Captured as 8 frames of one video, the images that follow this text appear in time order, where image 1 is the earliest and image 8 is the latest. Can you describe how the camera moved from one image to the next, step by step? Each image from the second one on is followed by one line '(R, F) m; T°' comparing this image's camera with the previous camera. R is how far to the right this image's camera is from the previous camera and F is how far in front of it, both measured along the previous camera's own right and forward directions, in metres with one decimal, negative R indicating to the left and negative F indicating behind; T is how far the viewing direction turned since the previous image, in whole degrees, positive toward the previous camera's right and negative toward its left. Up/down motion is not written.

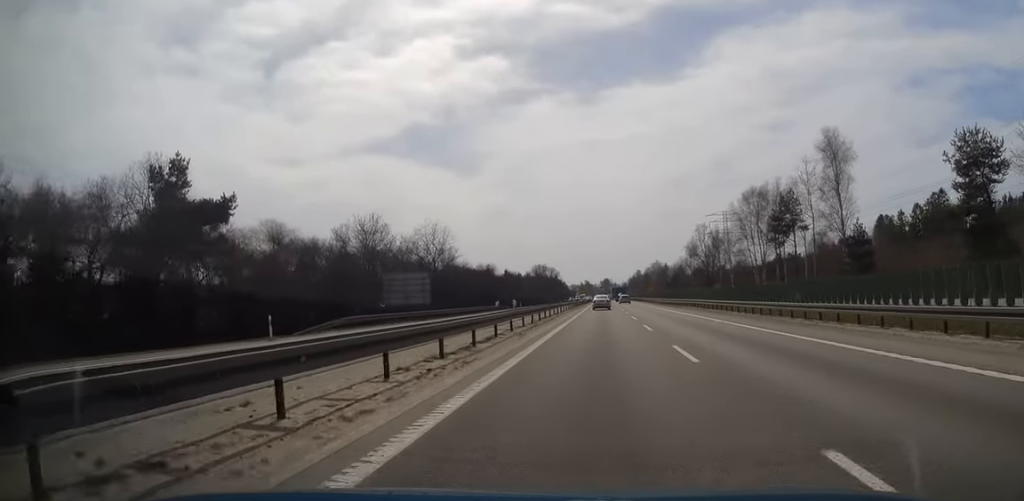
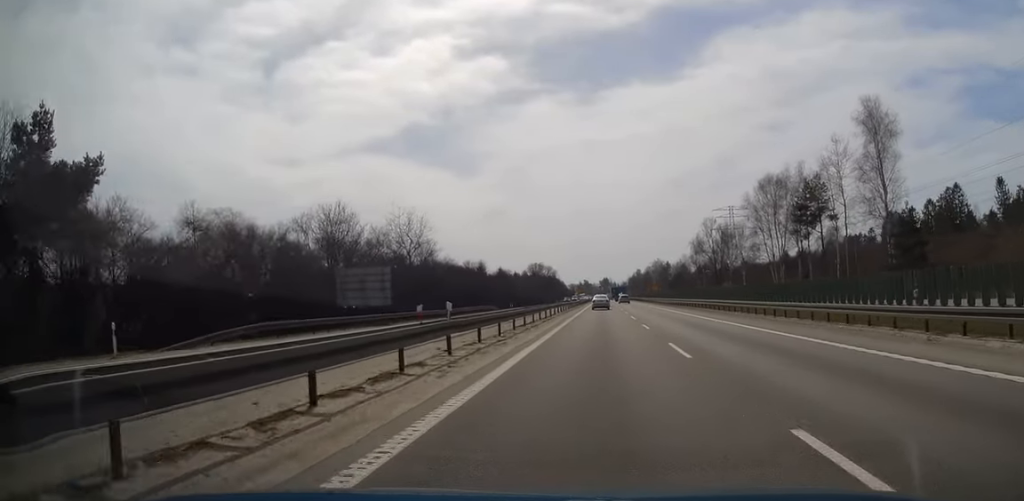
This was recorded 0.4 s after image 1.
(0.0, +11.0) m; 0°
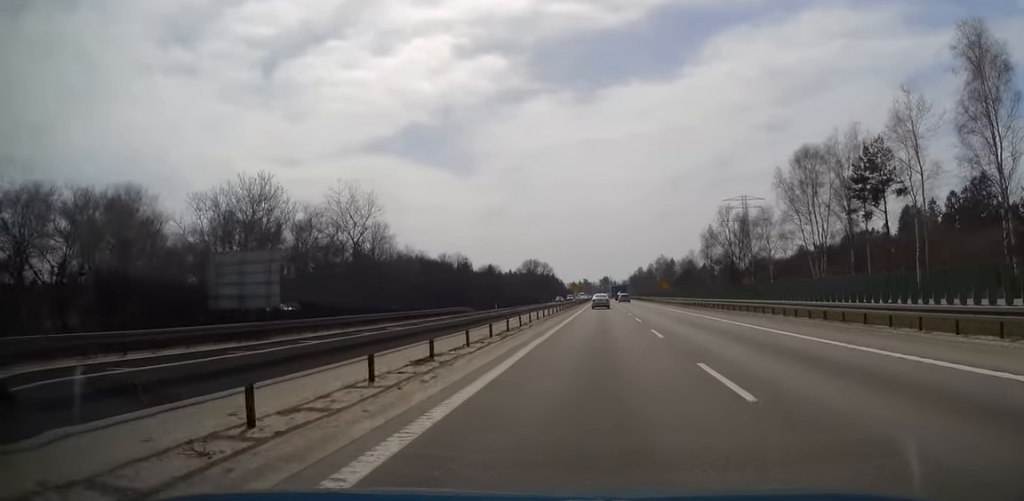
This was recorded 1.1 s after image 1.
(0.0, +17.5) m; 0°
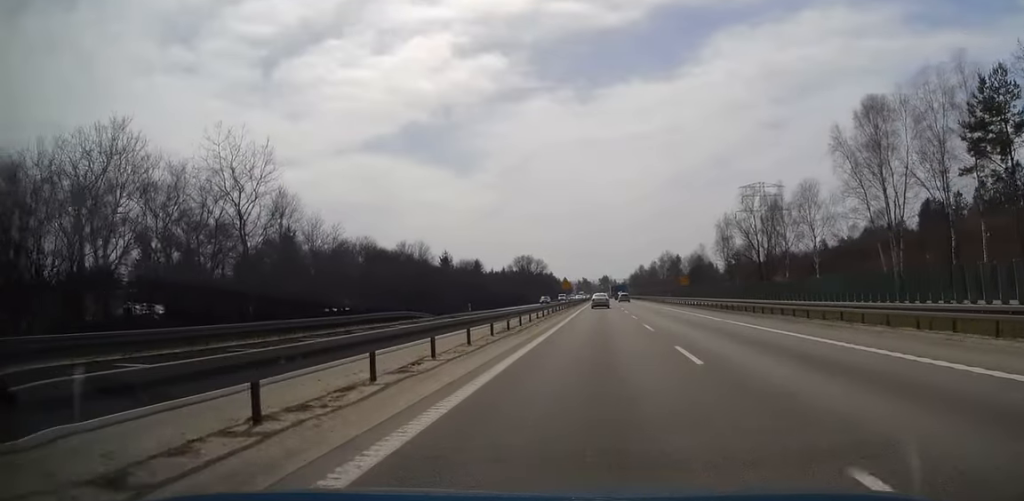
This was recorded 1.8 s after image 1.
(0.0, +19.8) m; 0°
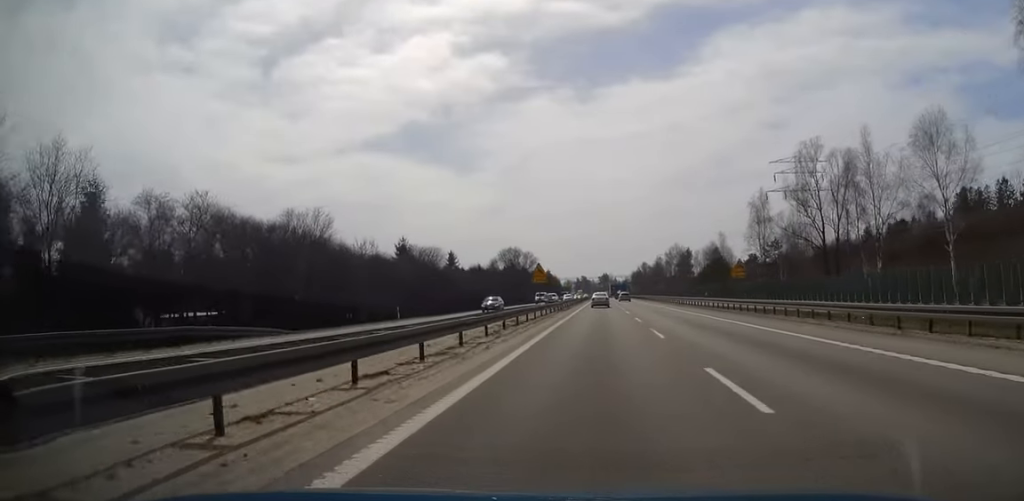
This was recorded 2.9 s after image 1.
(0.0, +28.9) m; 0°
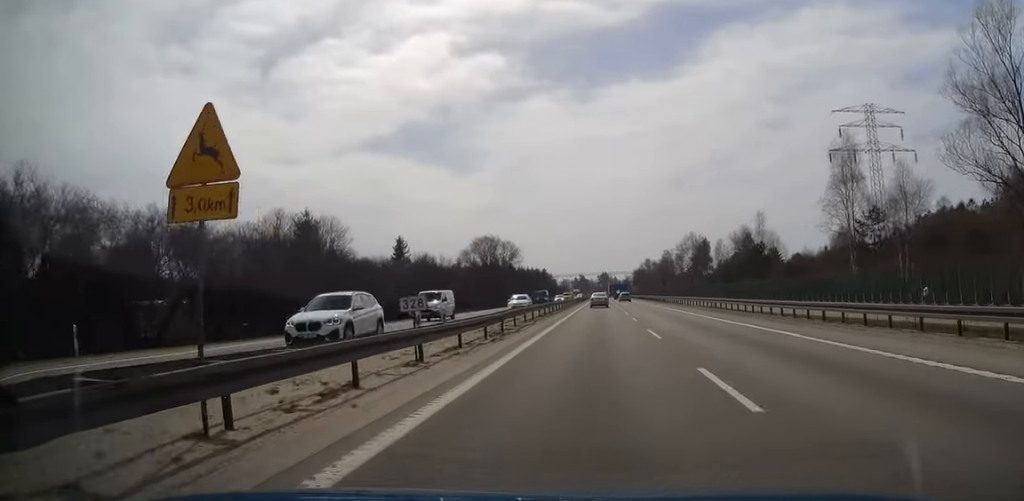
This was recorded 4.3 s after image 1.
(+0.1, +35.5) m; 0°
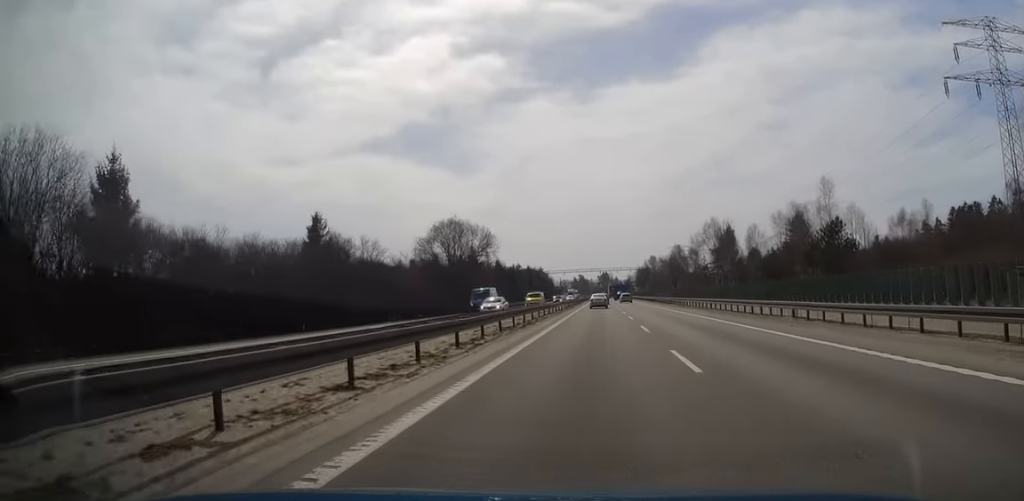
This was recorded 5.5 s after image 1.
(0.0, +31.9) m; 0°
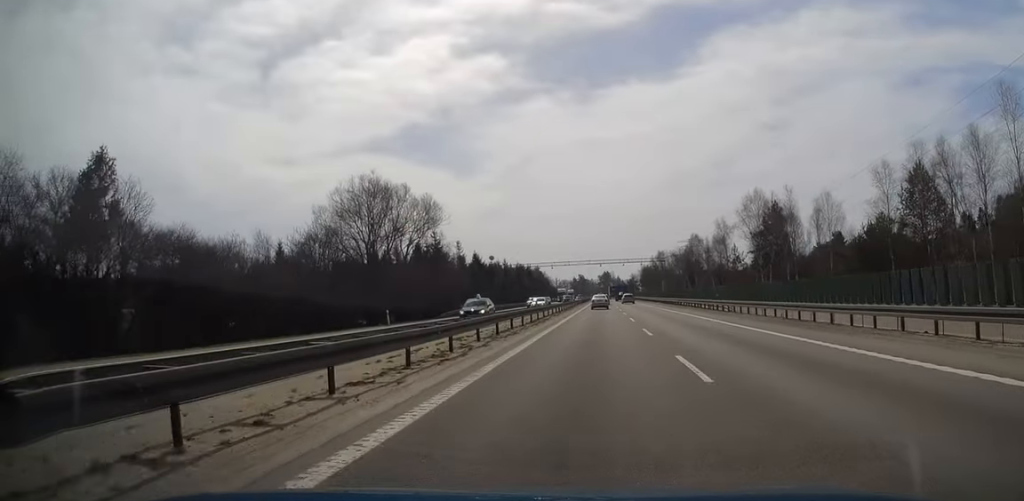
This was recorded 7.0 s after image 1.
(-0.1, +36.8) m; 0°
